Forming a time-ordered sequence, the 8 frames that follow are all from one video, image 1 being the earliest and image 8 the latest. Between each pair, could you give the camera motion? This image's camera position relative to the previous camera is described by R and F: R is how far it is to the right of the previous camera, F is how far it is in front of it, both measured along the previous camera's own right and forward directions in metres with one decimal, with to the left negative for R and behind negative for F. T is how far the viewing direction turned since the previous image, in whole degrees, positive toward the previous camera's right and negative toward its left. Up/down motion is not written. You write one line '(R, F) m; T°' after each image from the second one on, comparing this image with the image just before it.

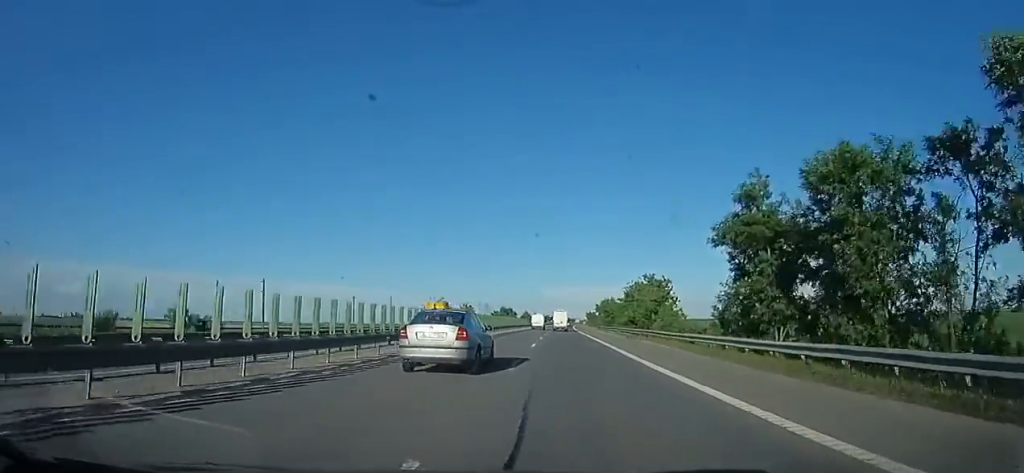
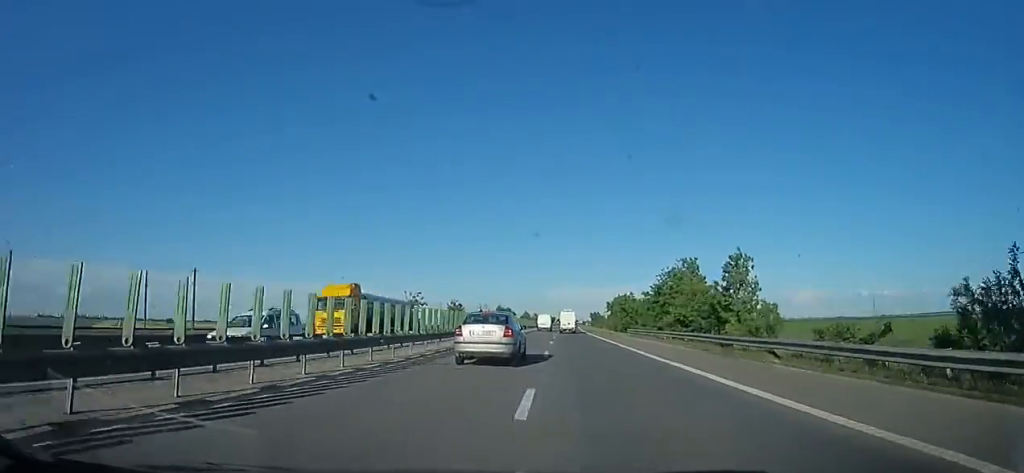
(-0.5, +18.7) m; 0°
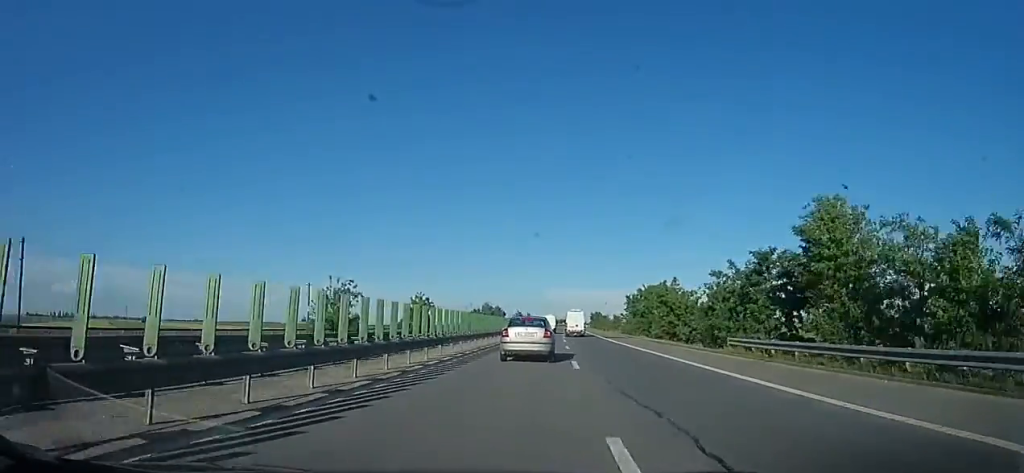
(+1.1, +27.4) m; +2°
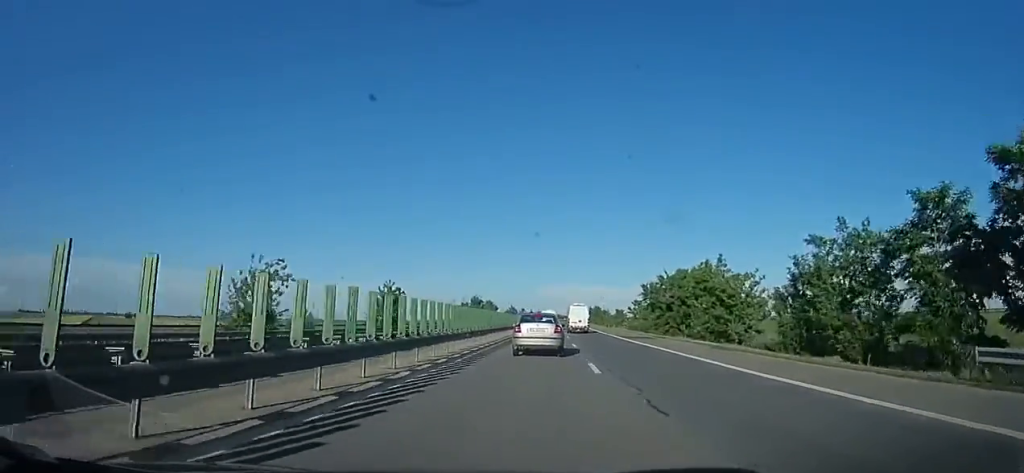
(+0.1, +14.5) m; 0°
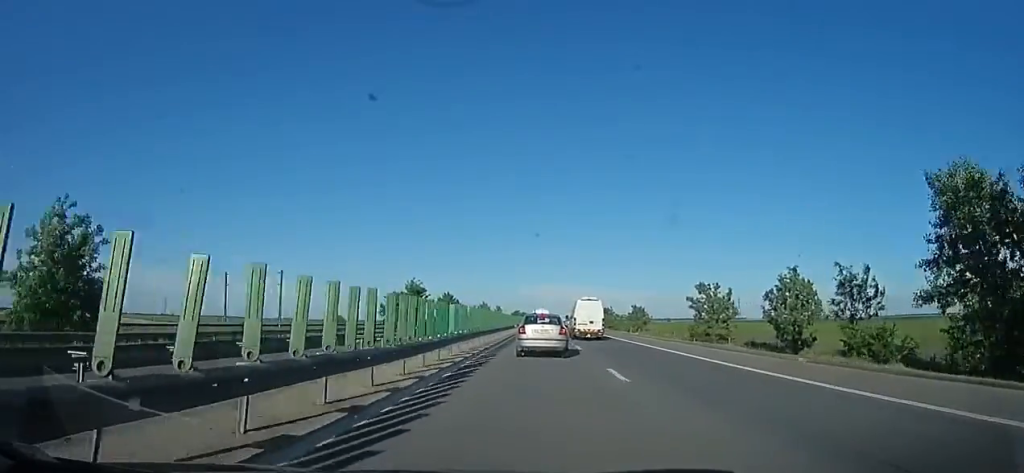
(0.0, +48.8) m; 0°
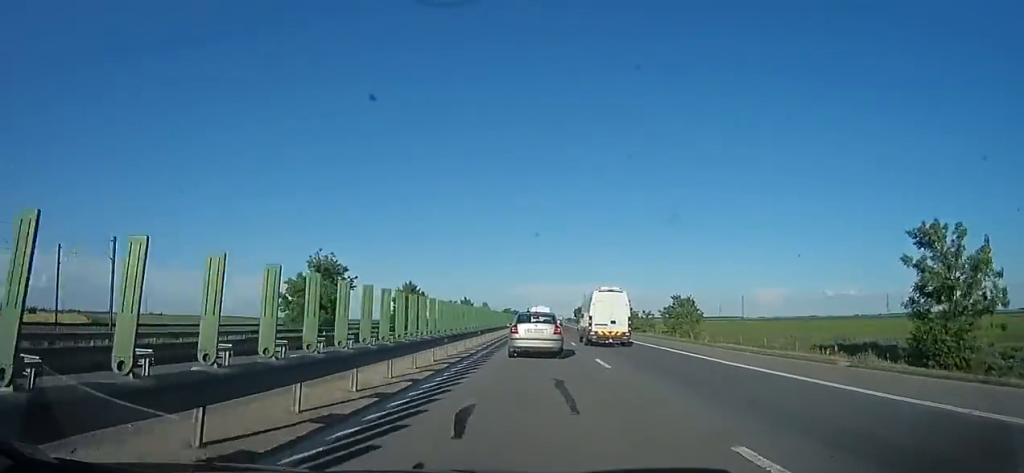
(0.0, +32.6) m; 0°
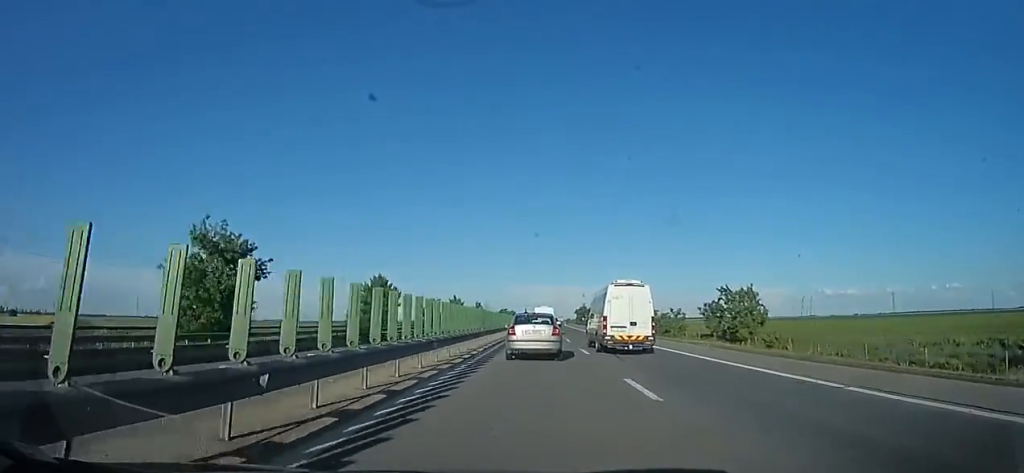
(0.0, +18.4) m; +1°
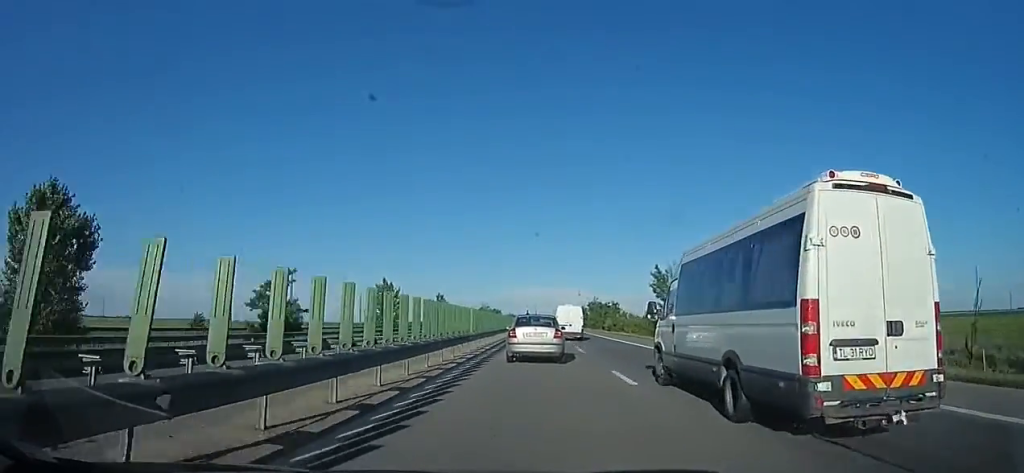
(+2.3, +58.4) m; +2°
